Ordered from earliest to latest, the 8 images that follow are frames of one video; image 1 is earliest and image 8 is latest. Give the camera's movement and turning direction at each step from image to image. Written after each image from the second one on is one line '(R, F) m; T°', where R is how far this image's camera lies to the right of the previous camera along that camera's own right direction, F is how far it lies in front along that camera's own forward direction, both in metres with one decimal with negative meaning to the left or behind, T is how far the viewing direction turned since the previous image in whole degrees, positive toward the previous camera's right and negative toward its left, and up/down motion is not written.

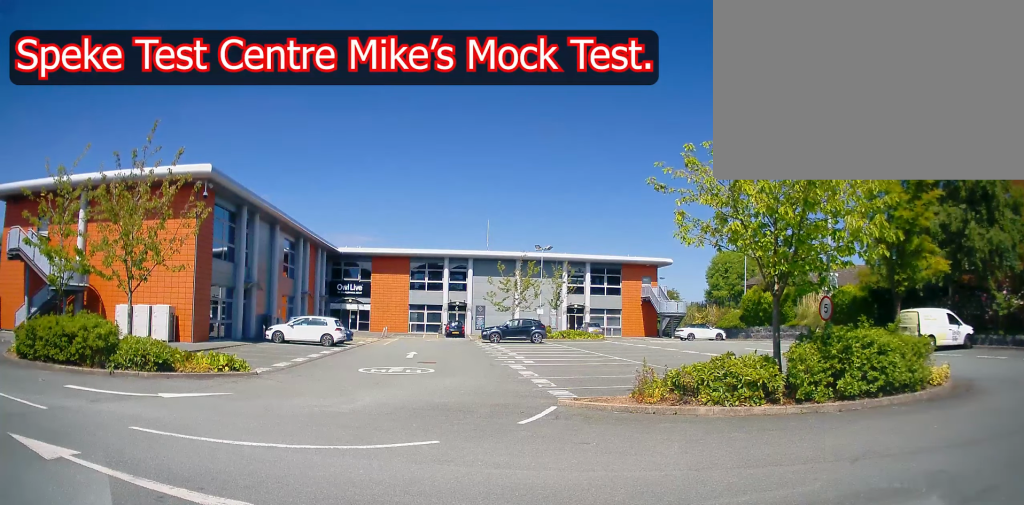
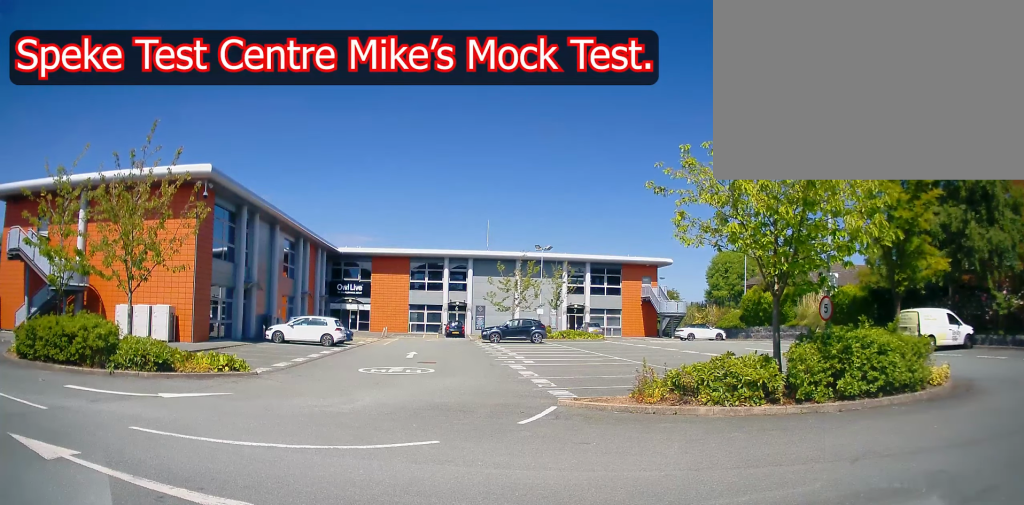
(0.0, 0.0) m; 0°
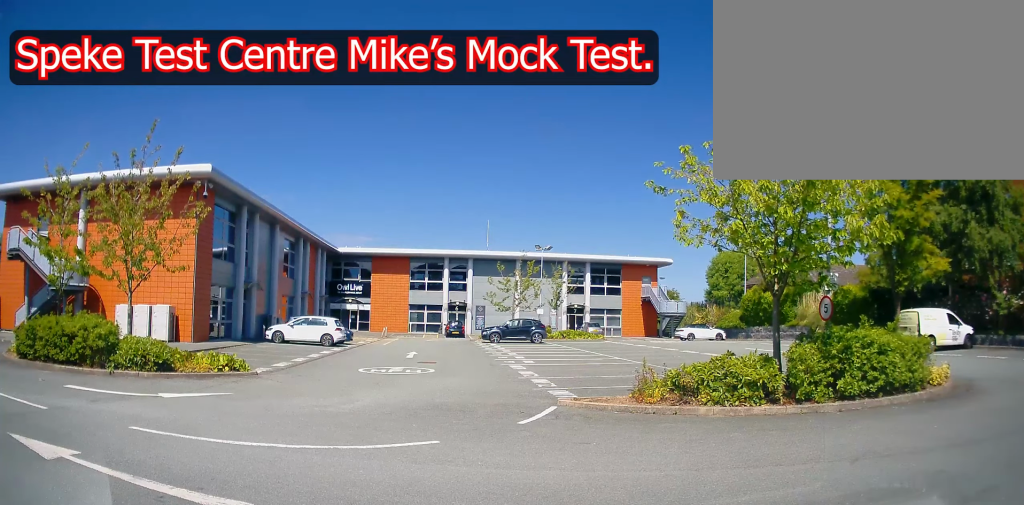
(0.0, 0.0) m; 0°
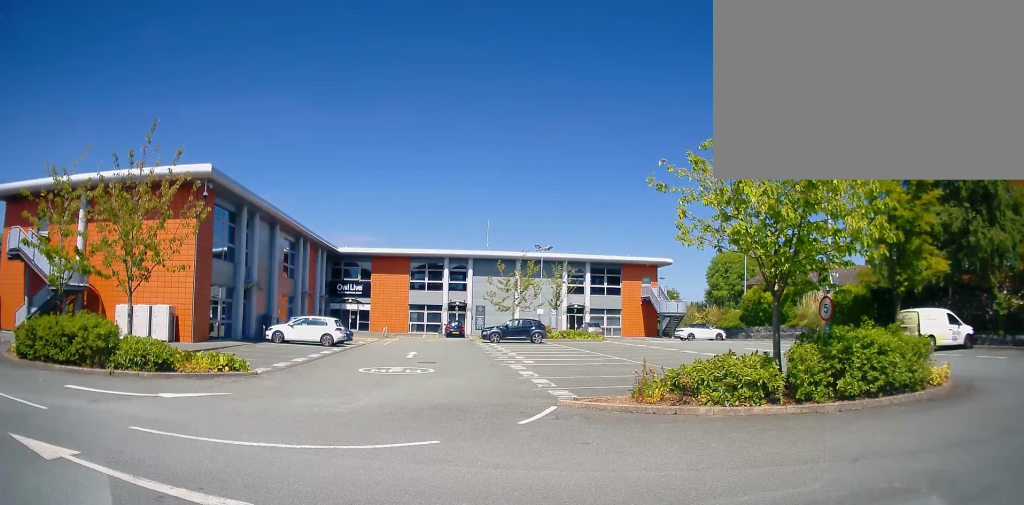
(0.0, 0.0) m; 0°
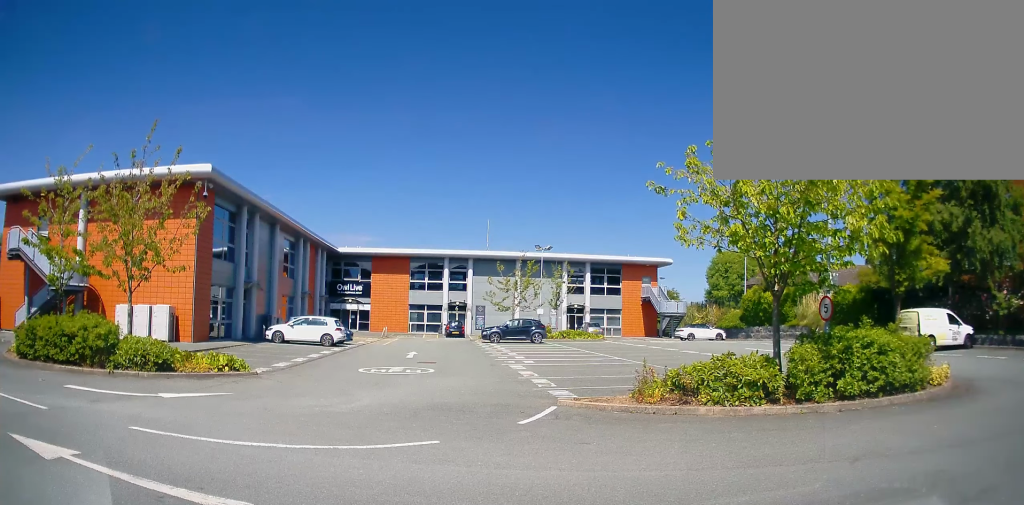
(0.0, 0.0) m; 0°
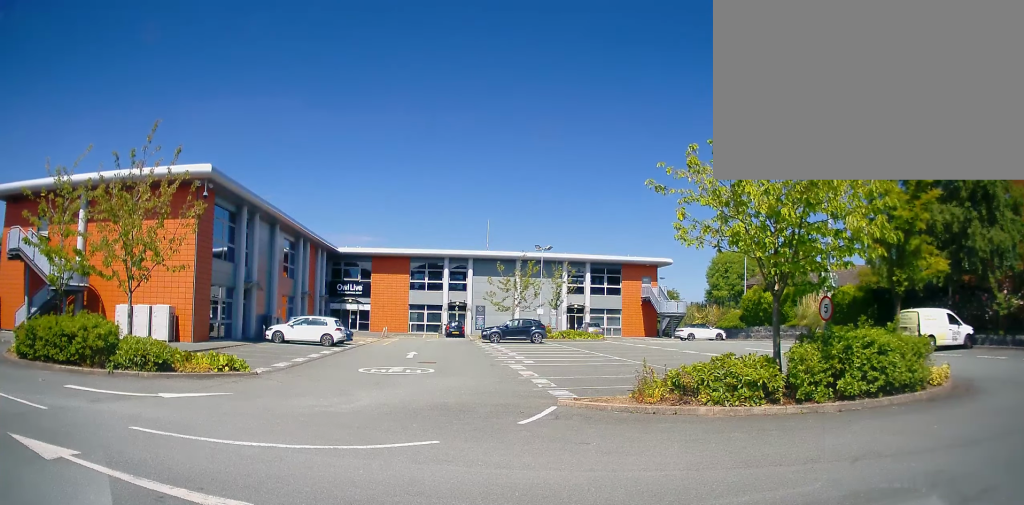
(0.0, 0.0) m; 0°
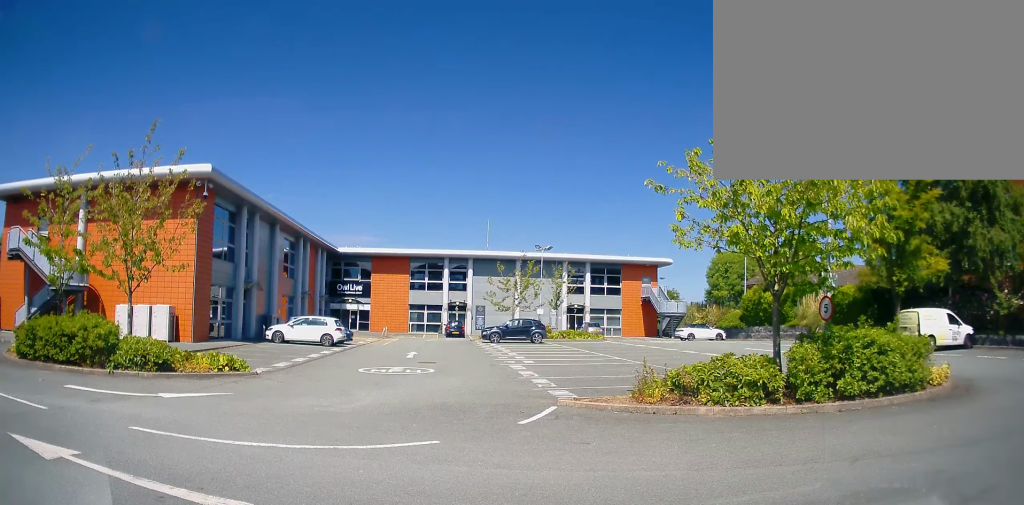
(0.0, 0.0) m; 0°
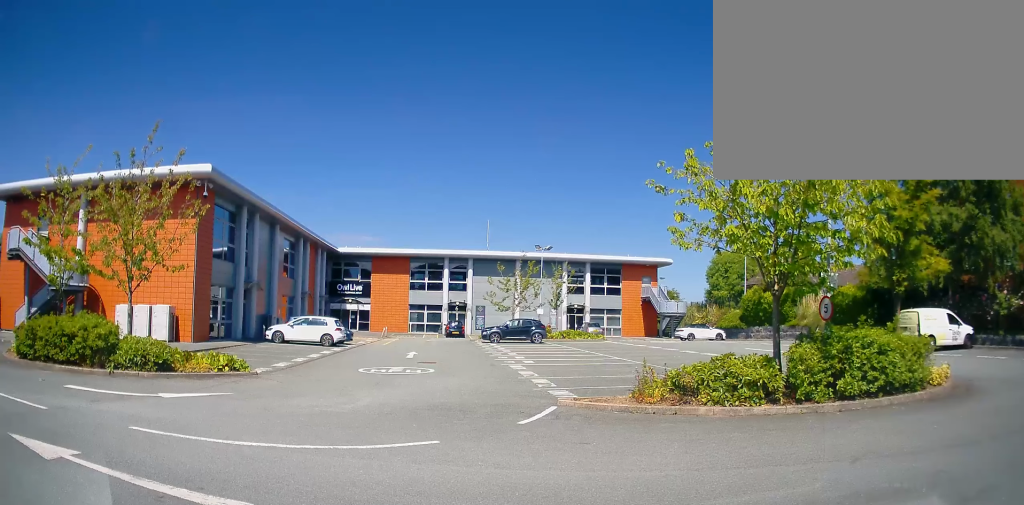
(0.0, 0.0) m; 0°
